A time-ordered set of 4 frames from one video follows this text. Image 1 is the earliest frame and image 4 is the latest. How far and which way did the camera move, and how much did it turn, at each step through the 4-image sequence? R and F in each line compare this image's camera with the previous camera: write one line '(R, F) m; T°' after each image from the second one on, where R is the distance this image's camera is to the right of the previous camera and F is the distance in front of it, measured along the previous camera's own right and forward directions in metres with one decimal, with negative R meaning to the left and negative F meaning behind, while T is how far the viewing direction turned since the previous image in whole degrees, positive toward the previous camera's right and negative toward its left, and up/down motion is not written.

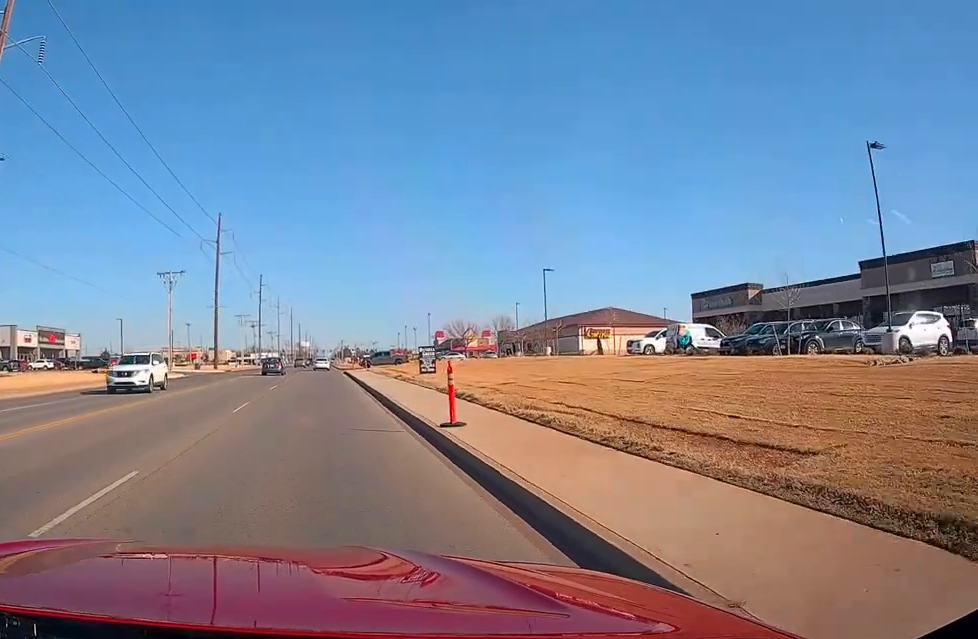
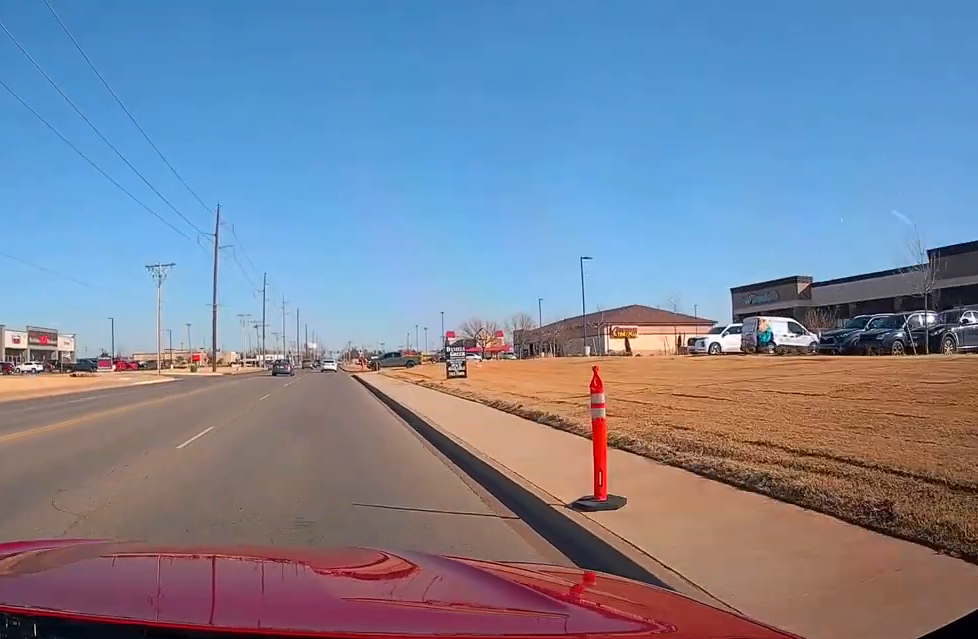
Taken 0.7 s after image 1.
(0.0, +8.3) m; +1°
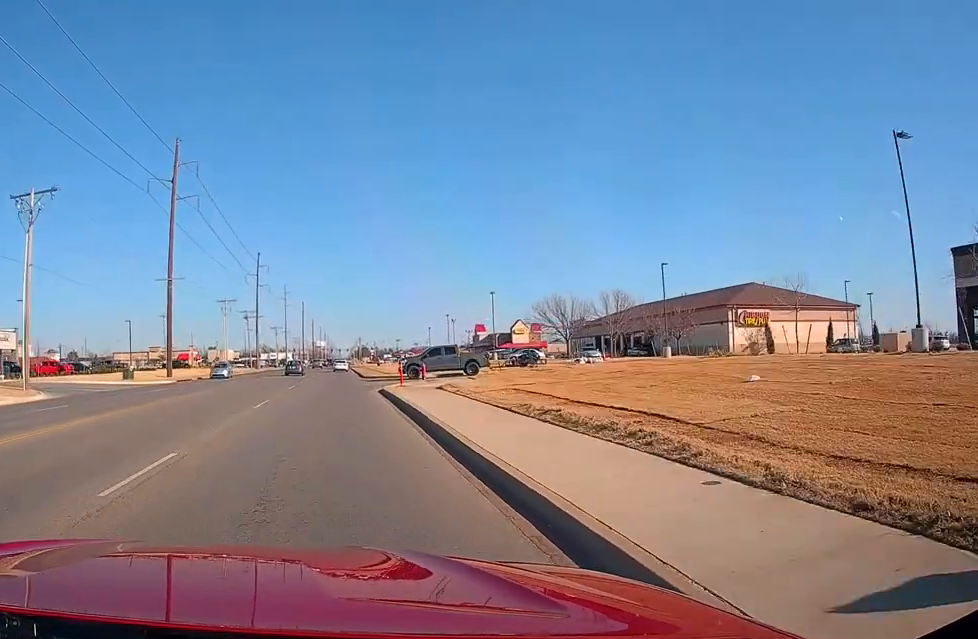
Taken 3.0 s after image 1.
(-0.1, +33.4) m; 0°
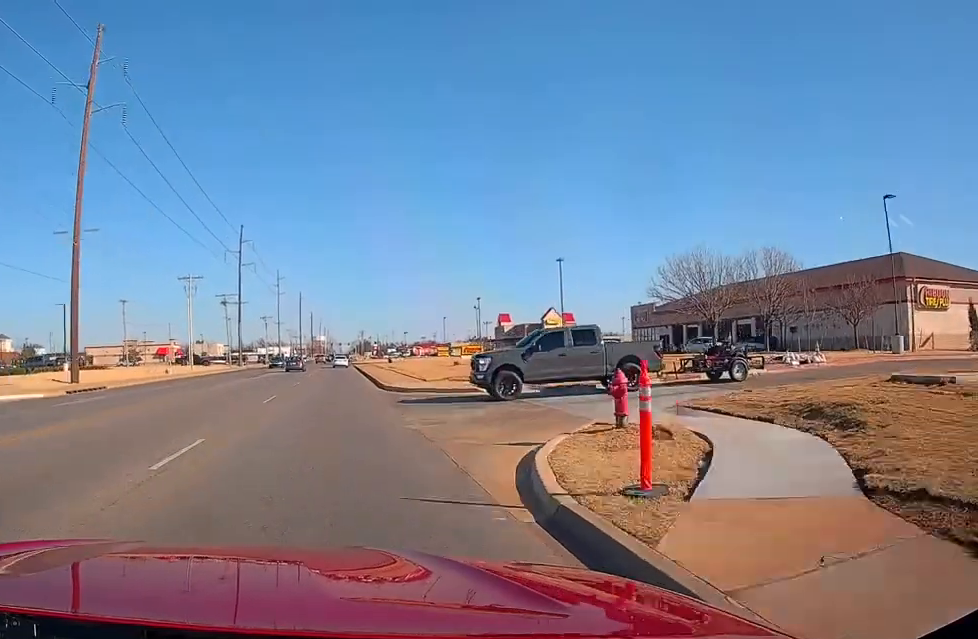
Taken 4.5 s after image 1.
(+0.1, +24.5) m; 0°
